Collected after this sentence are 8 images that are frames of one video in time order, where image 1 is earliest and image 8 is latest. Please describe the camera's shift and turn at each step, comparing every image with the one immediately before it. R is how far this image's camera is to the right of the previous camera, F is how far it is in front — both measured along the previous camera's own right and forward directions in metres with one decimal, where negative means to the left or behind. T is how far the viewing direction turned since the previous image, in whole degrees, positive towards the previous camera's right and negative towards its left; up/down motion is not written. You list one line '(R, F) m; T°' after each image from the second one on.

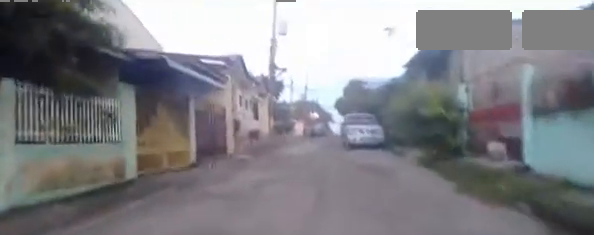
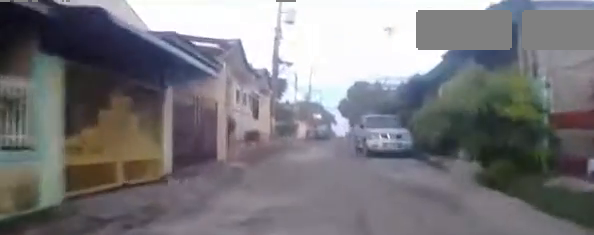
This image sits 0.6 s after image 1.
(+0.2, +2.9) m; +5°
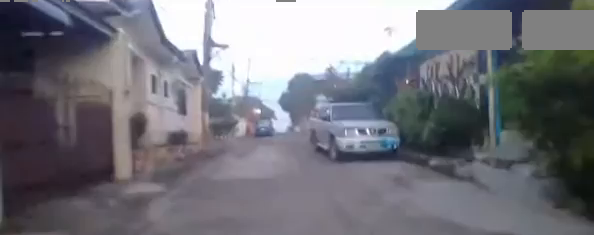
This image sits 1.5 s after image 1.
(+0.2, +3.8) m; +4°
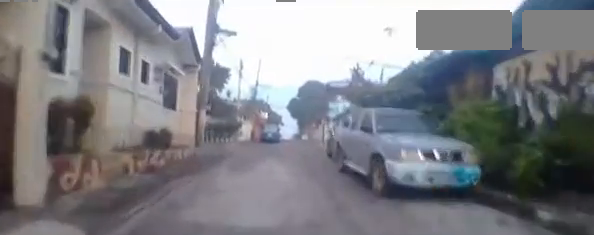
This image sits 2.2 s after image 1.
(+0.1, +3.5) m; 0°
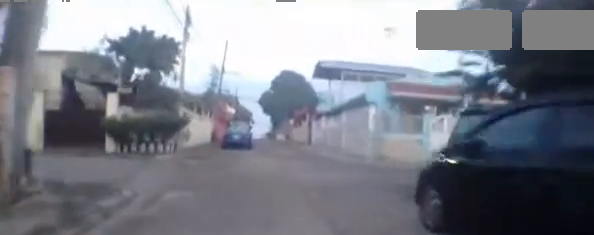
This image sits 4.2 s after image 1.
(+0.7, +10.6) m; +6°
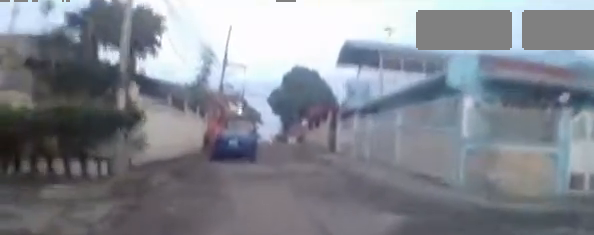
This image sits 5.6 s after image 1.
(-0.3, +7.0) m; 0°
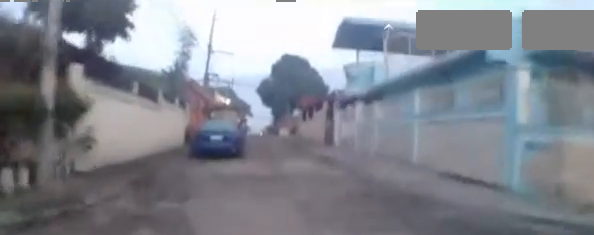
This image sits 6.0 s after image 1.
(+0.2, +2.2) m; 0°
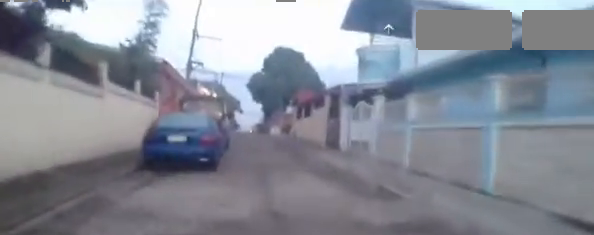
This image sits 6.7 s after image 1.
(0.0, +3.8) m; -1°
